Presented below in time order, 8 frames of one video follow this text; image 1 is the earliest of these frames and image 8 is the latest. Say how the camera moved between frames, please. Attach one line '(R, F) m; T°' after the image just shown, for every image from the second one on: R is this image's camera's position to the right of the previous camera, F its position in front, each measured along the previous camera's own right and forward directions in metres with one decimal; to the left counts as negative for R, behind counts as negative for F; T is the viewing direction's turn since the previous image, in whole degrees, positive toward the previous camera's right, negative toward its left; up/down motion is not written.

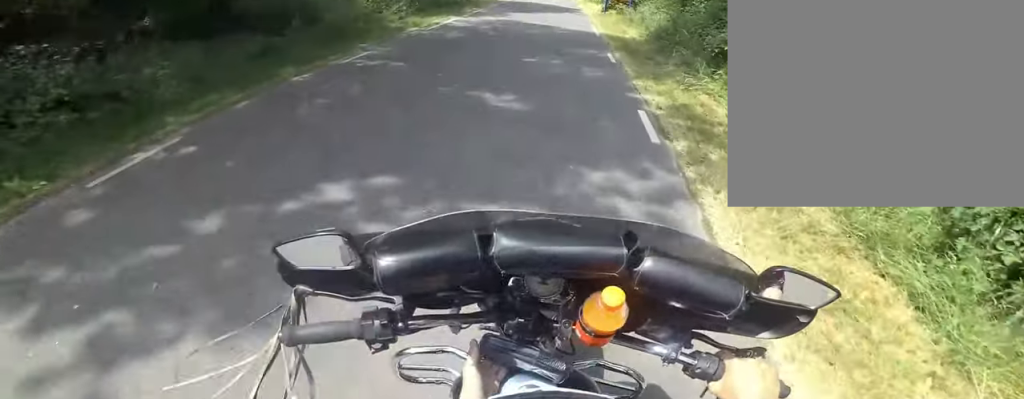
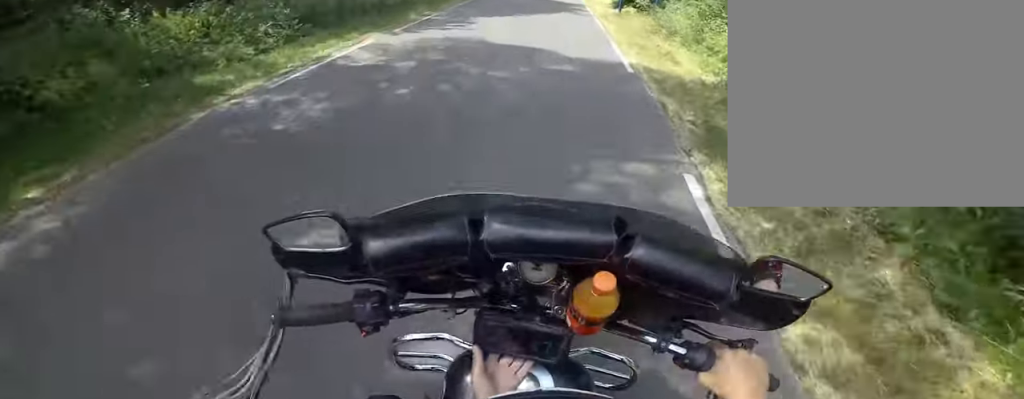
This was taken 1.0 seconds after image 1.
(-0.2, +6.1) m; -7°
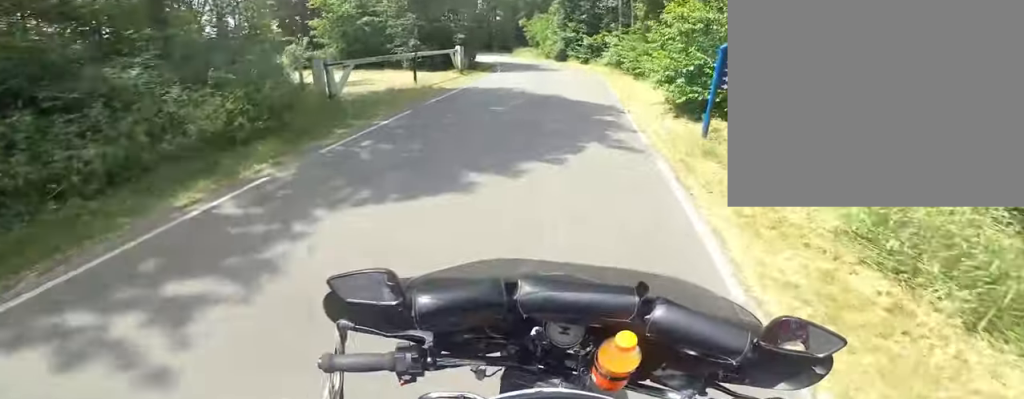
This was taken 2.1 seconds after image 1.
(-0.7, +7.9) m; -5°
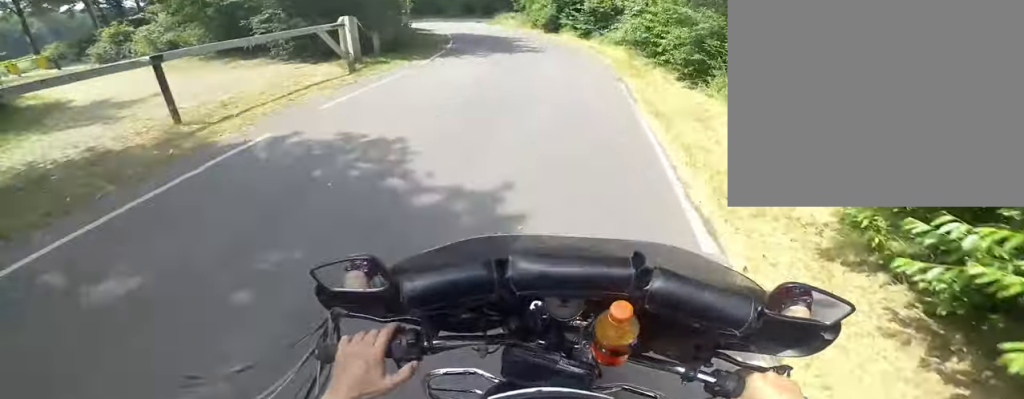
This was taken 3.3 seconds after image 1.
(0.0, +7.6) m; 0°
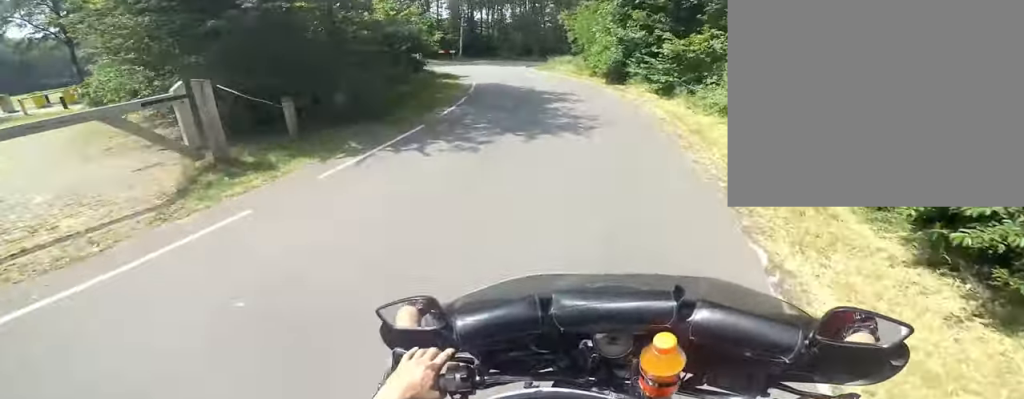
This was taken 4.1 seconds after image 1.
(0.0, +5.5) m; 0°
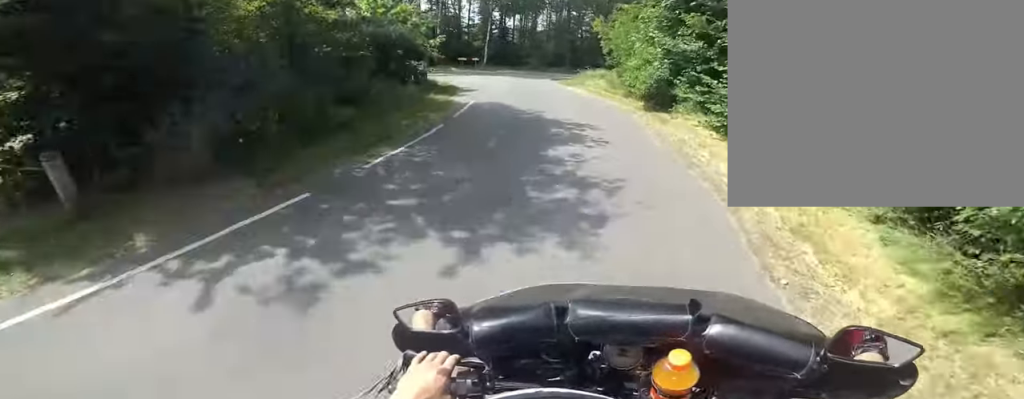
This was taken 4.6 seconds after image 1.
(0.0, +3.5) m; 0°
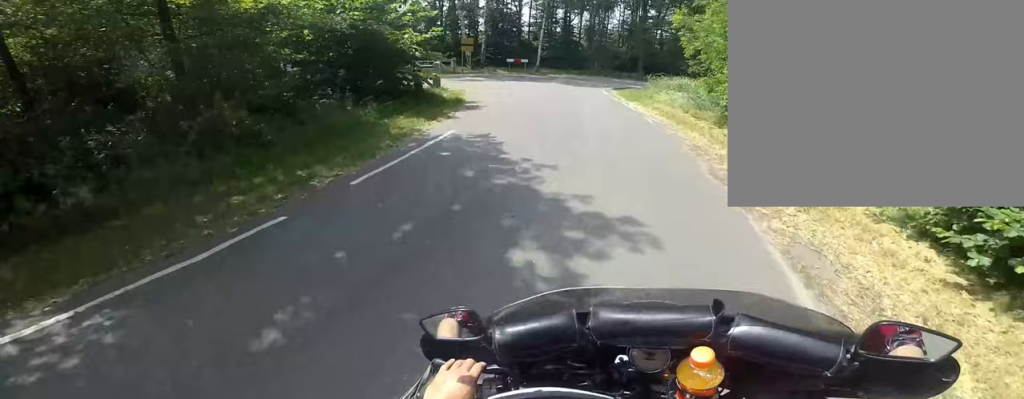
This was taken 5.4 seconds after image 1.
(0.0, +5.0) m; 0°
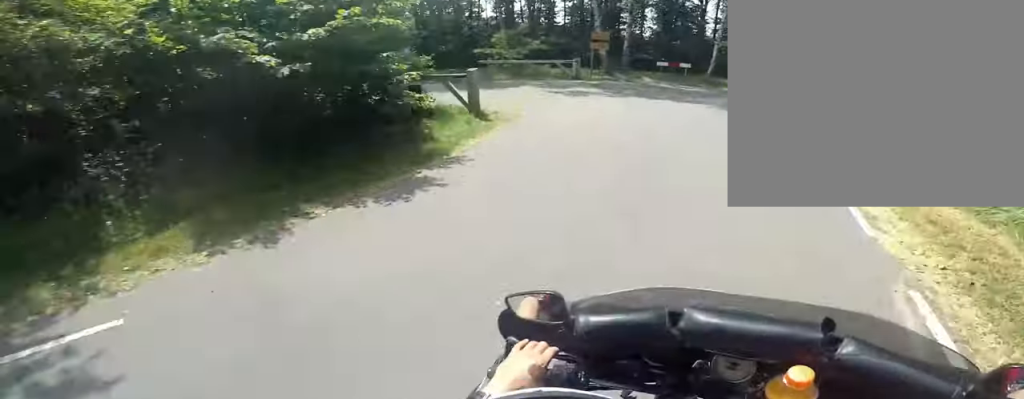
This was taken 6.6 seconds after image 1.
(0.0, +7.2) m; -7°
